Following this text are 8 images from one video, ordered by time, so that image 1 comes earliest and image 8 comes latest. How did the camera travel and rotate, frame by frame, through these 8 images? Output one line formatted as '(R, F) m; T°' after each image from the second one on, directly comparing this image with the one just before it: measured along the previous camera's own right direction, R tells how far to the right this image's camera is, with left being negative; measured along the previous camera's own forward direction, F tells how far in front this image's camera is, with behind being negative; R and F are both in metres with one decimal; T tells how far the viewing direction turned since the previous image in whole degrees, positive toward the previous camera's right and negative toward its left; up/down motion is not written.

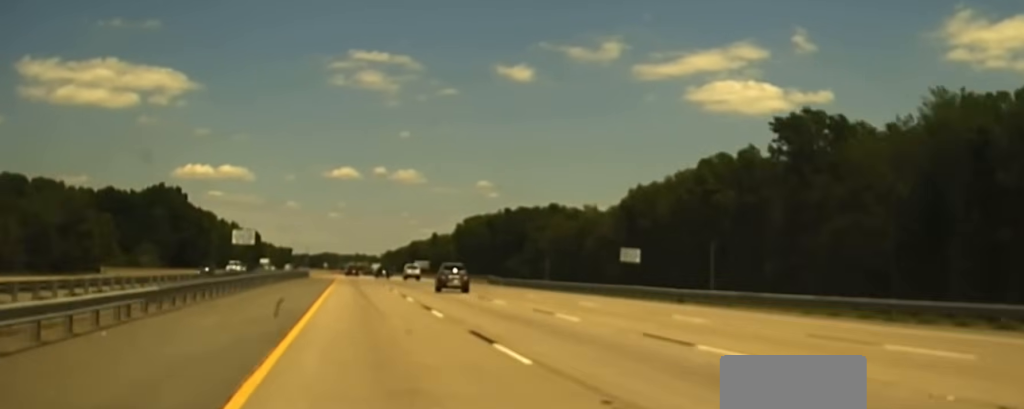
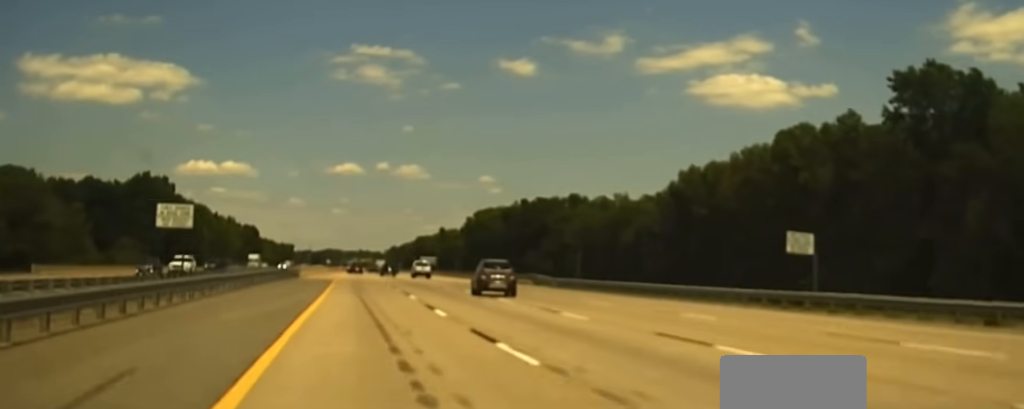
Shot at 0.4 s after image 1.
(0.0, +24.2) m; 0°
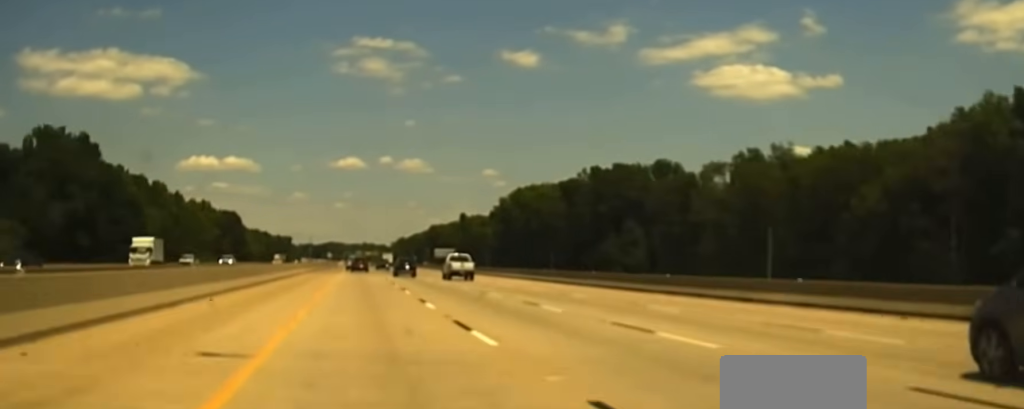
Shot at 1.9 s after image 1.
(+0.1, +82.0) m; 0°
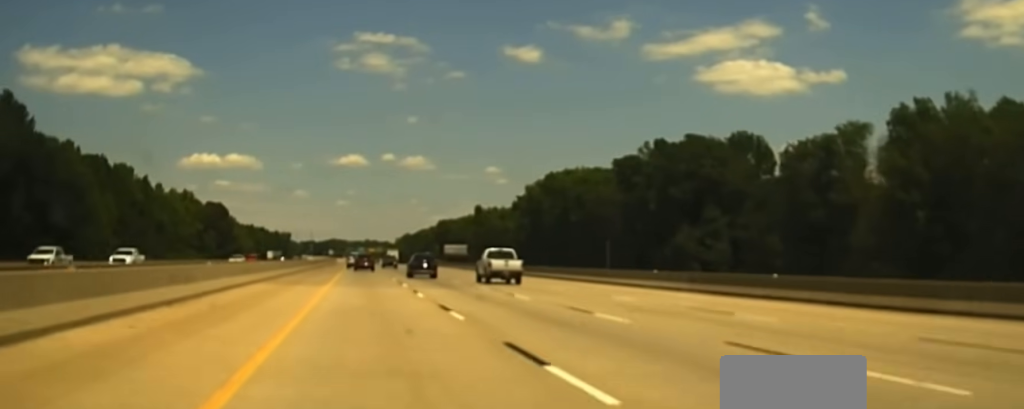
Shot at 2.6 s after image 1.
(-0.1, +42.2) m; 0°
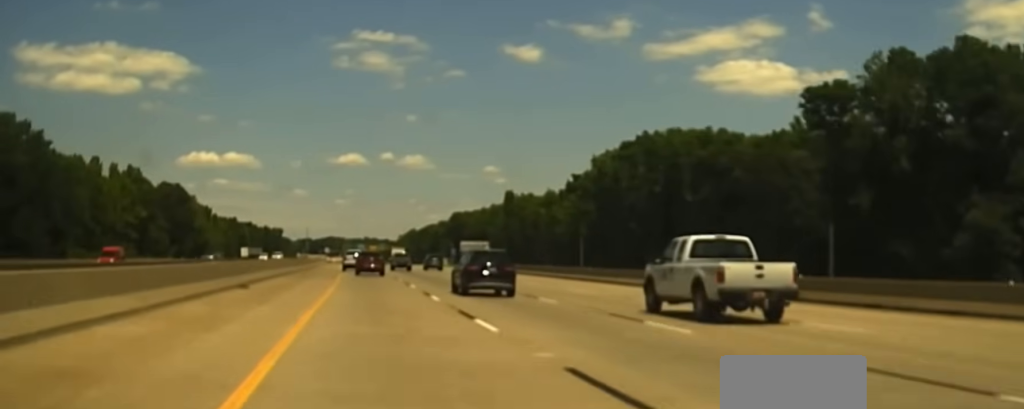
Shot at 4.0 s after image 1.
(-0.7, +75.2) m; 0°
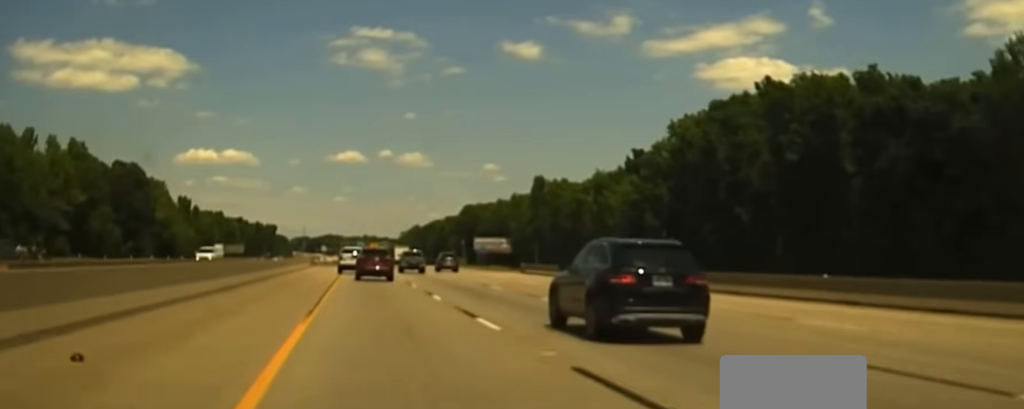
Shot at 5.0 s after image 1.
(+0.4, +47.7) m; +1°
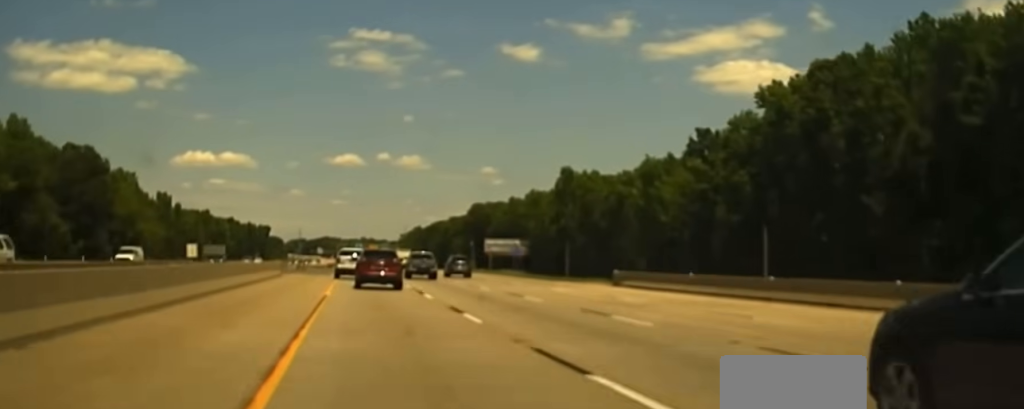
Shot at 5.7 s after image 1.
(+0.2, +33.3) m; +1°
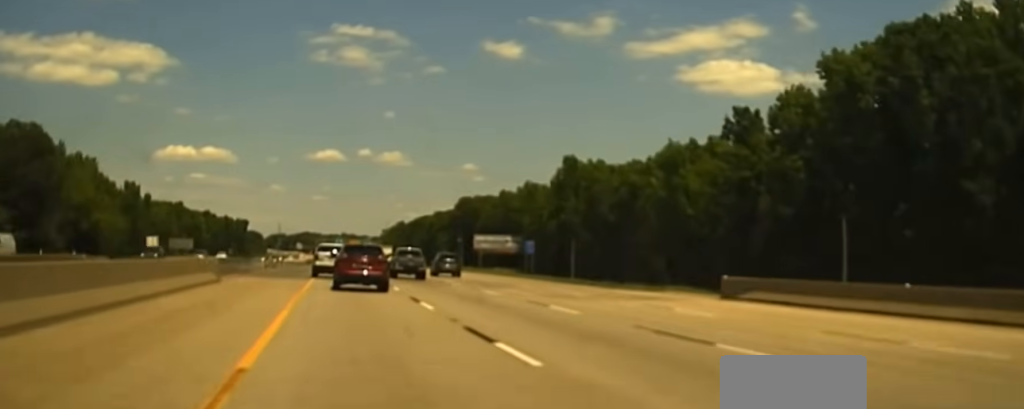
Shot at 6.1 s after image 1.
(-0.1, +20.6) m; +1°
